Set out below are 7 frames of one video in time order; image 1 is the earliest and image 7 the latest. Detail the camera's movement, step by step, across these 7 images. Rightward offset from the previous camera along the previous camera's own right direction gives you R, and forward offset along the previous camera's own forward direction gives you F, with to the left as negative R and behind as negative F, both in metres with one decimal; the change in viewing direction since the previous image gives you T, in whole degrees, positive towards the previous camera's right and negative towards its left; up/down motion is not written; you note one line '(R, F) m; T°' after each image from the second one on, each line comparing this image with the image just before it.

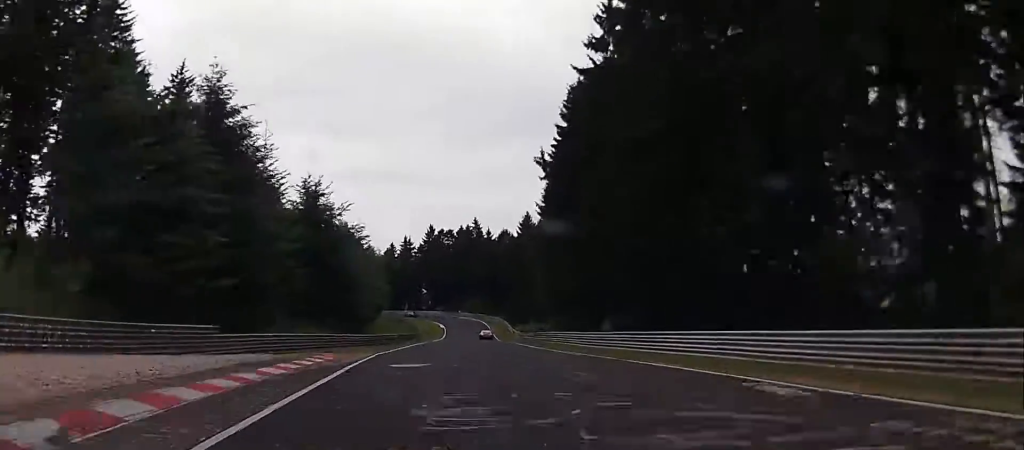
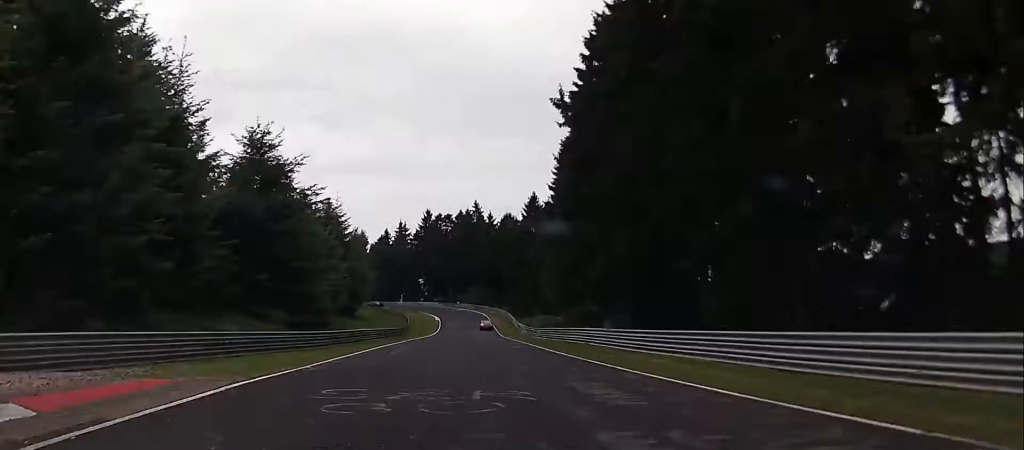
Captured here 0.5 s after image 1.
(+0.6, +15.7) m; +1°
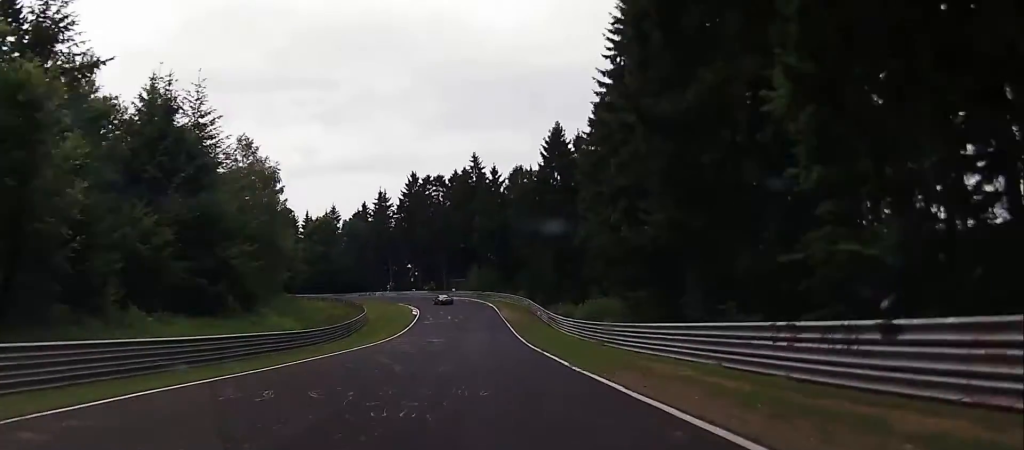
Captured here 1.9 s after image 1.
(-0.7, +42.5) m; -1°
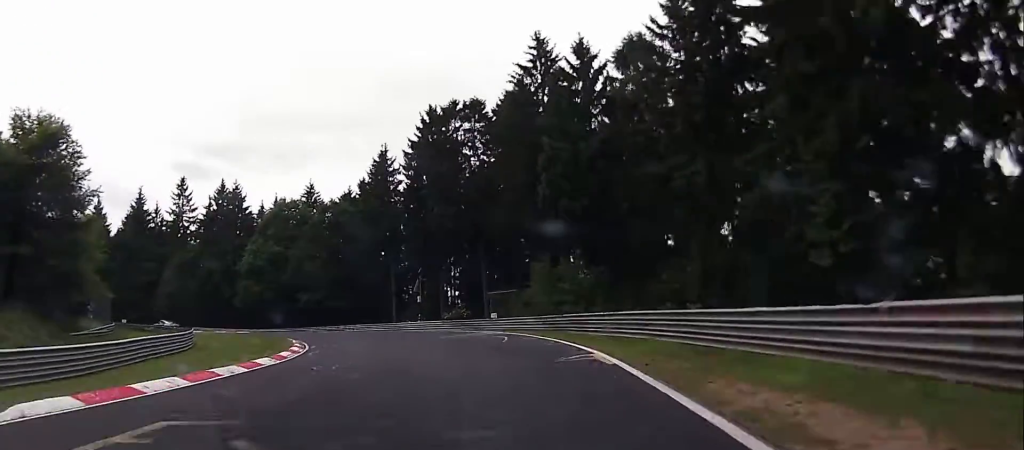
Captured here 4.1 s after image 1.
(-2.2, +63.8) m; -10°
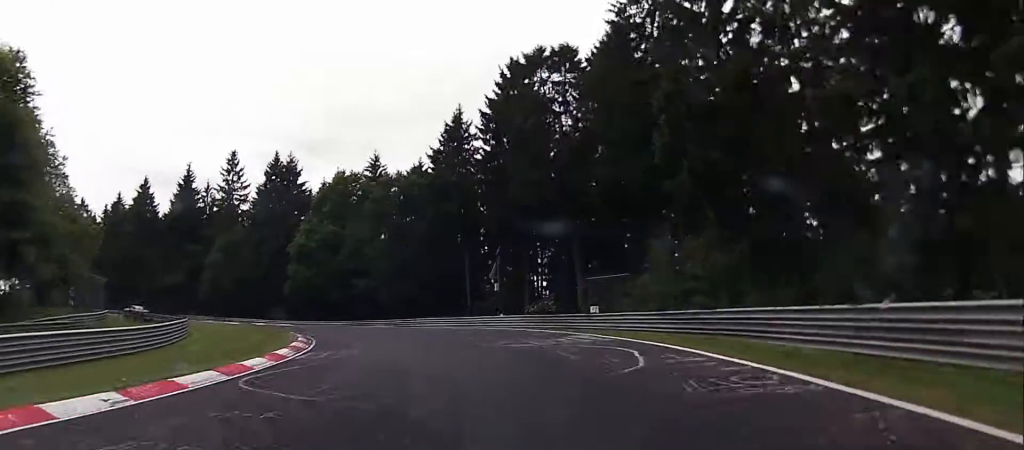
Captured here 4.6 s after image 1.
(+0.7, +13.3) m; -6°
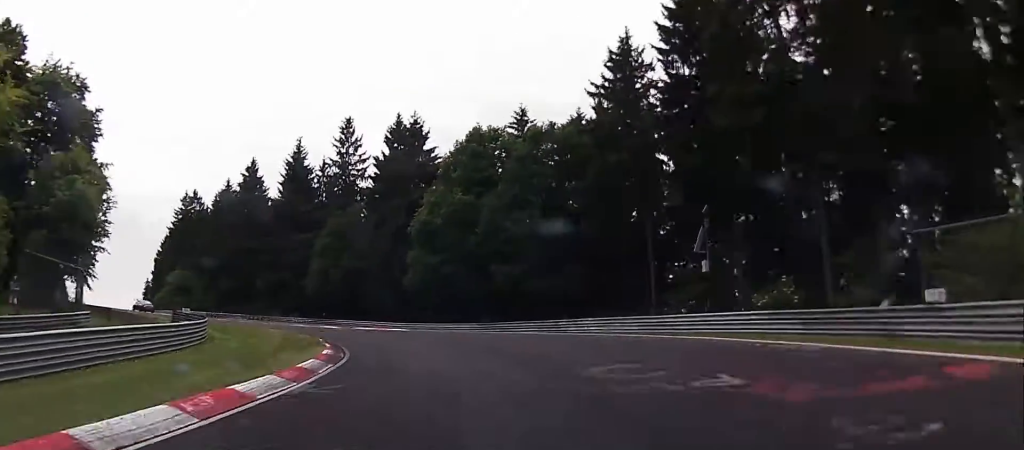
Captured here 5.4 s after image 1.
(-3.1, +18.7) m; -16°
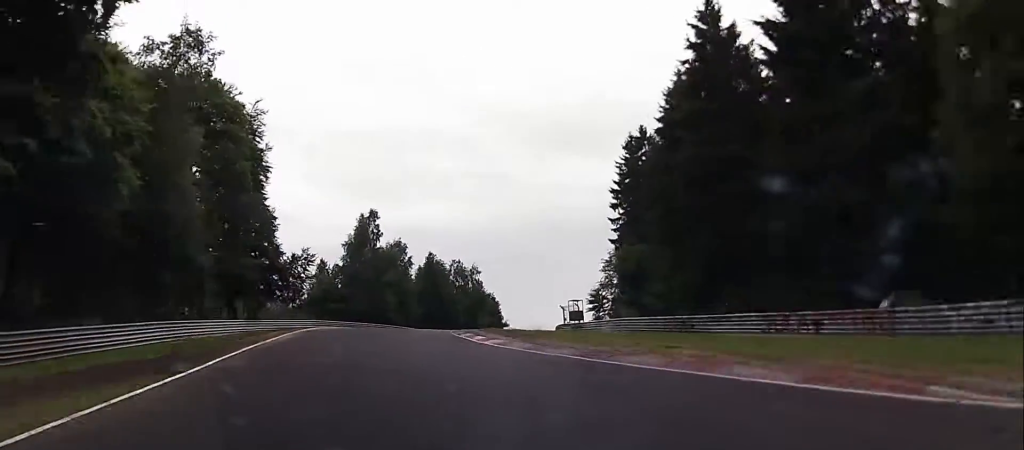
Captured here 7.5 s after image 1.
(-20.7, +48.9) m; -39°
